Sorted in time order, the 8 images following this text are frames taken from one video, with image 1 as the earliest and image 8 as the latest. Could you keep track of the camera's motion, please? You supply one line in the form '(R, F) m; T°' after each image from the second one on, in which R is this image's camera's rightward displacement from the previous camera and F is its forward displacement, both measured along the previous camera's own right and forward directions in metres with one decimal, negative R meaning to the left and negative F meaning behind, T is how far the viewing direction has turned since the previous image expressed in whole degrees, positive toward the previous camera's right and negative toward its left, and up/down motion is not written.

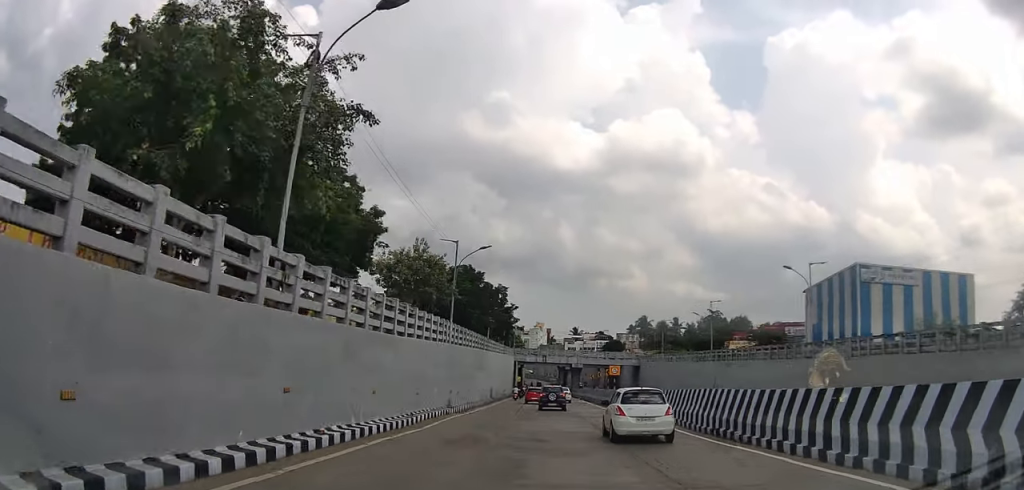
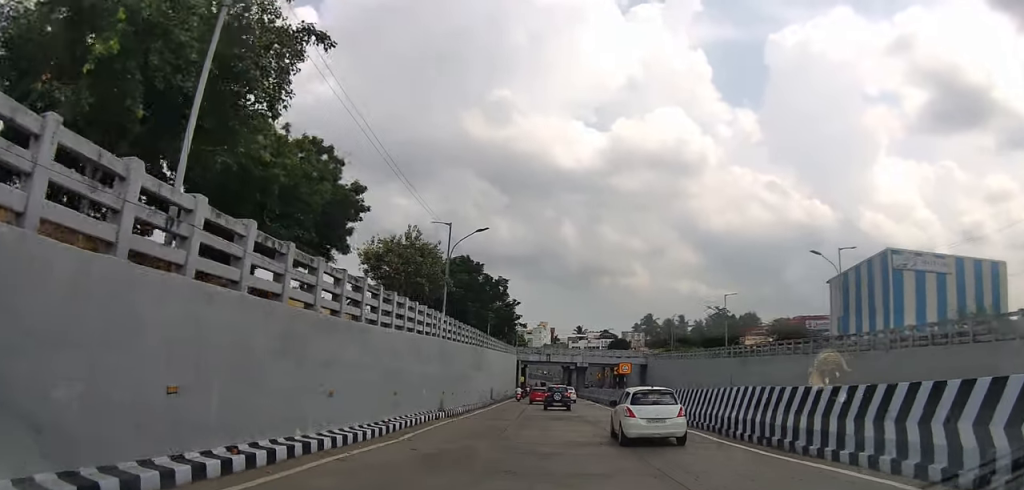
(0.0, +5.4) m; 0°
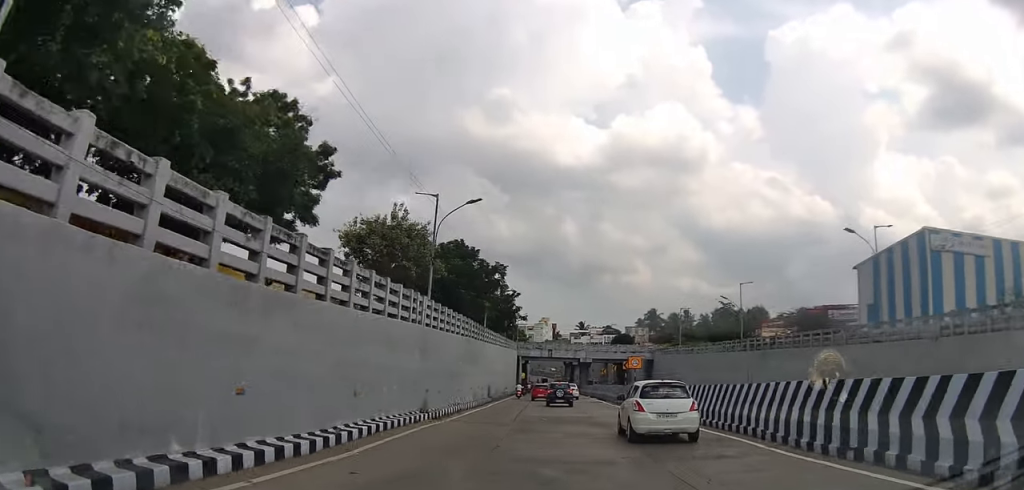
(0.0, +5.6) m; 0°
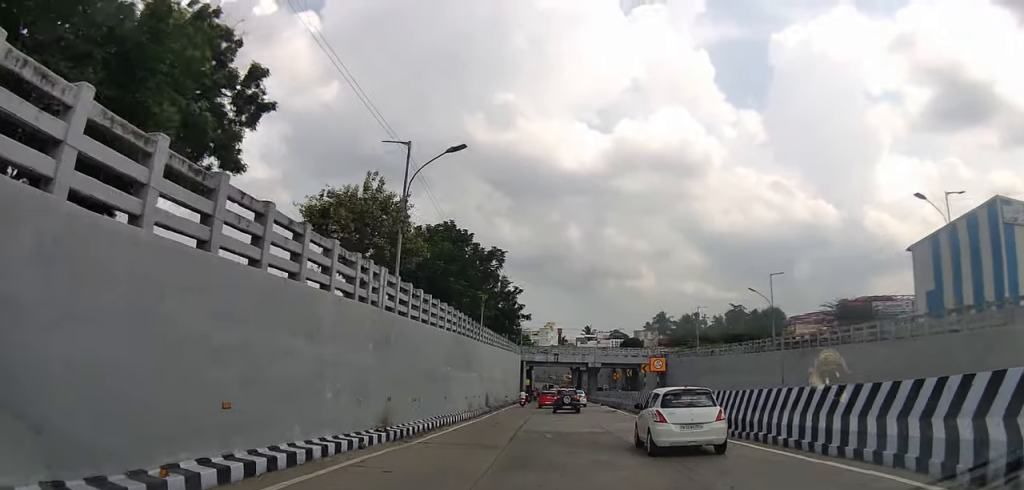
(0.0, +8.4) m; 0°
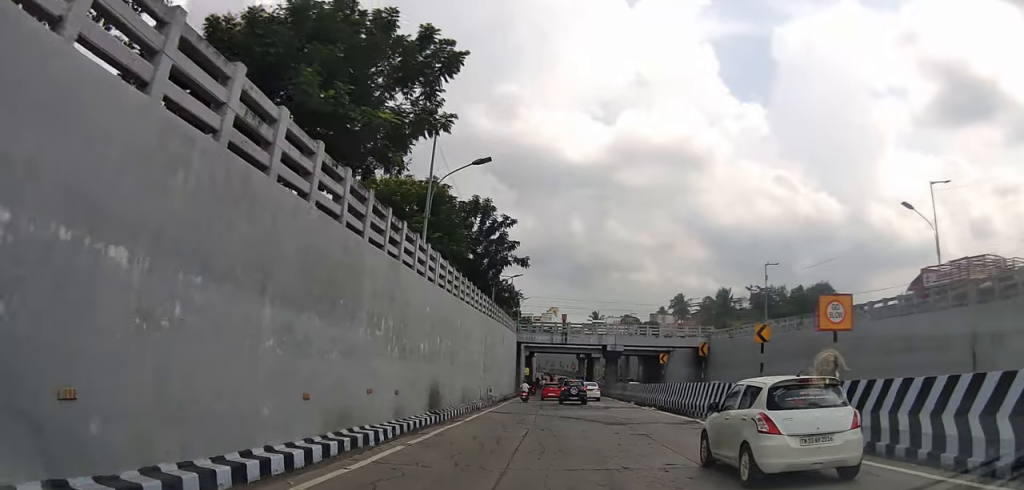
(-0.4, +25.6) m; -1°
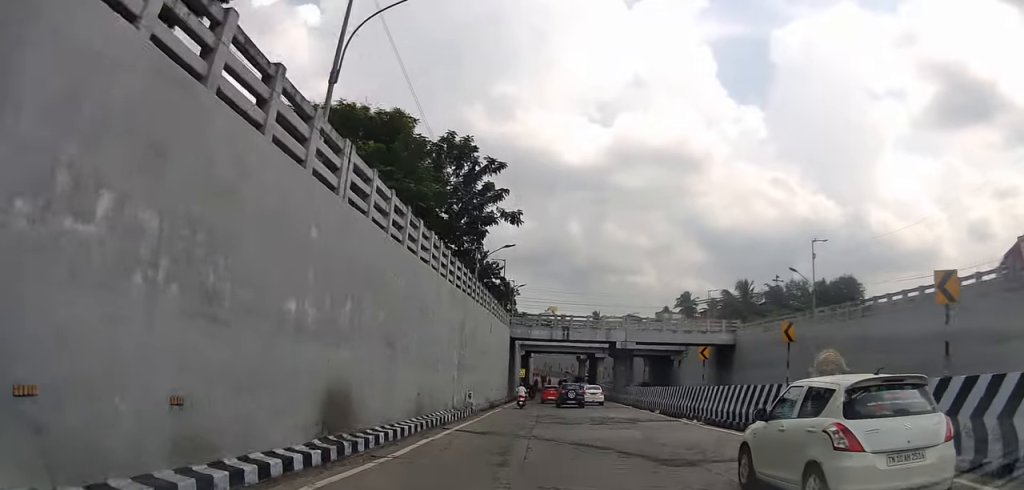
(0.0, +10.9) m; 0°
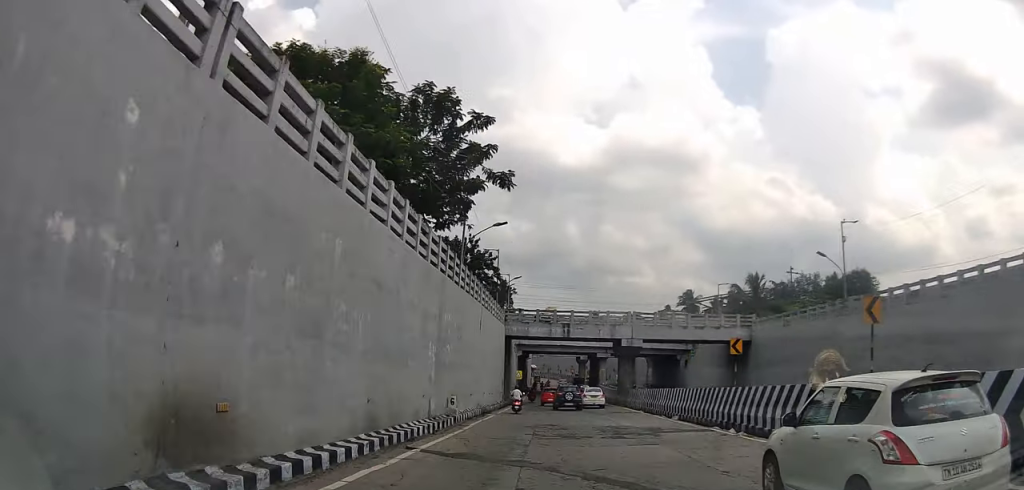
(0.0, +5.0) m; 0°
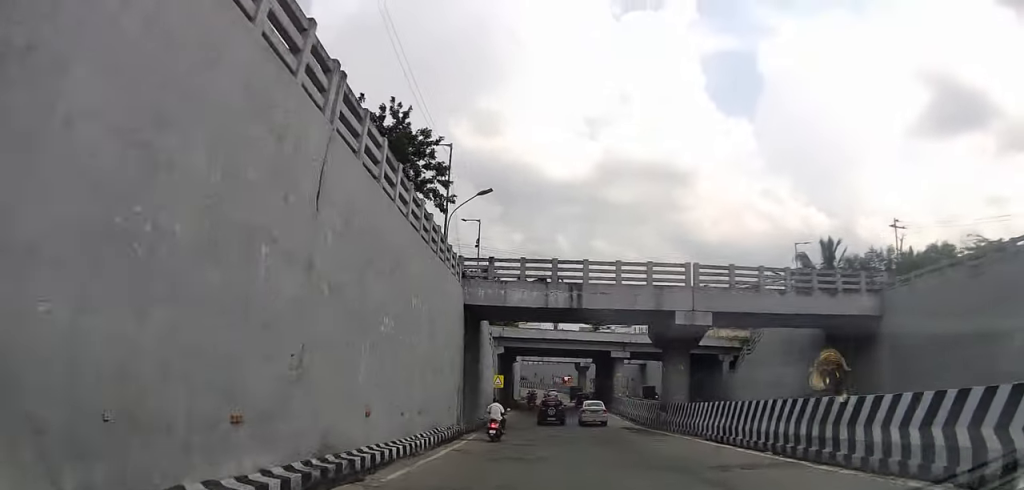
(+0.1, +22.4) m; +1°
